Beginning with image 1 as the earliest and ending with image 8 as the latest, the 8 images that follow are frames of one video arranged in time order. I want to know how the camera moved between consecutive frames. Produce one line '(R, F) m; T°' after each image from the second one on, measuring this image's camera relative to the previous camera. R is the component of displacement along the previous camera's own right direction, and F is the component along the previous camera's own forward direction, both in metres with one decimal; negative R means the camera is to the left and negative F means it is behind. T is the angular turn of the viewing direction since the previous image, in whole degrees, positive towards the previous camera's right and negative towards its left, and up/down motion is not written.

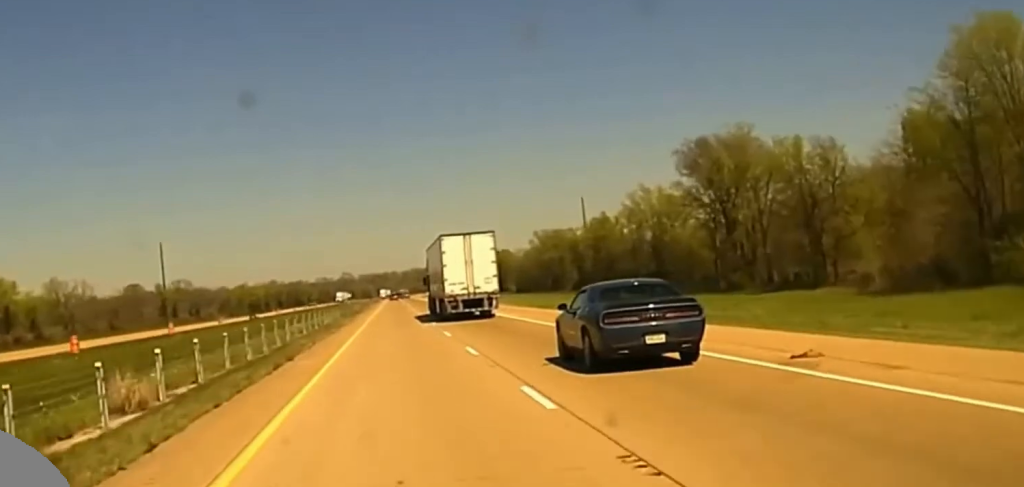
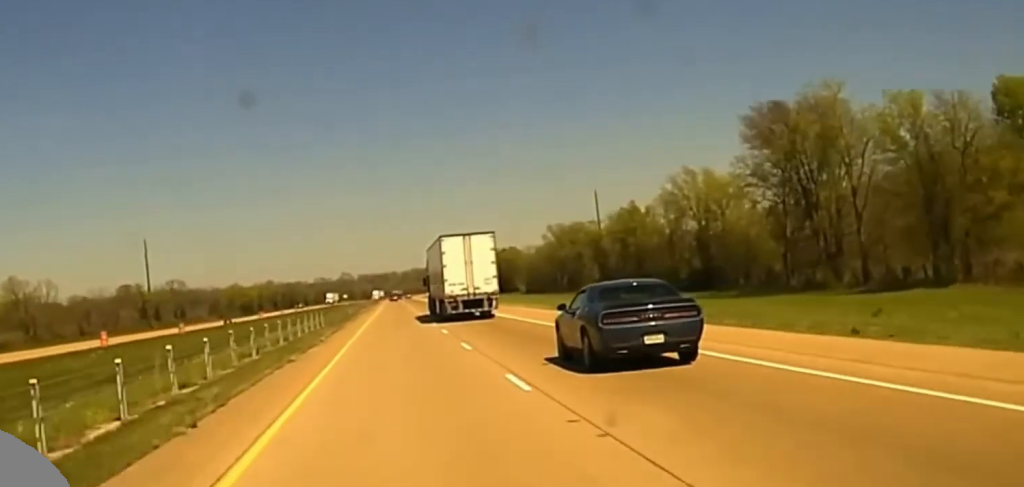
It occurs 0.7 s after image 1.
(0.0, +21.1) m; 0°
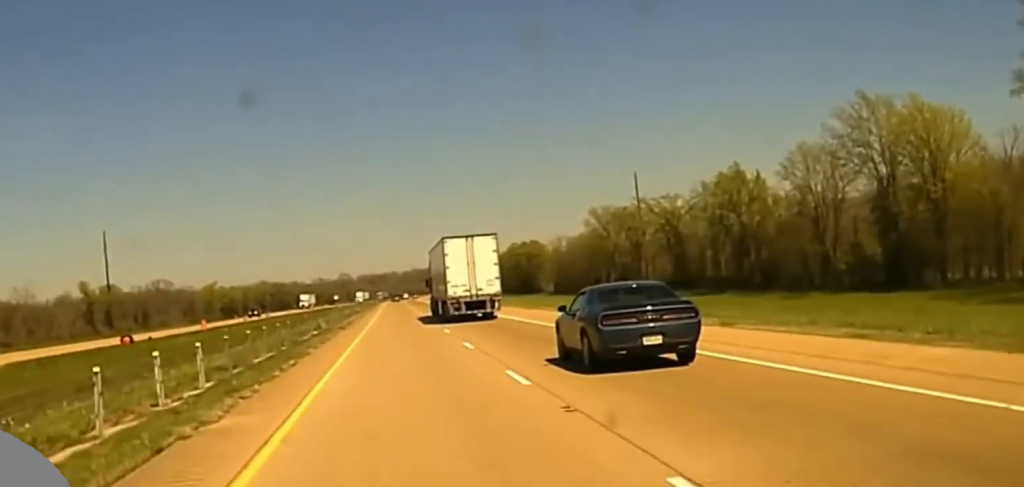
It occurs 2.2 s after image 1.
(+0.2, +49.9) m; 0°
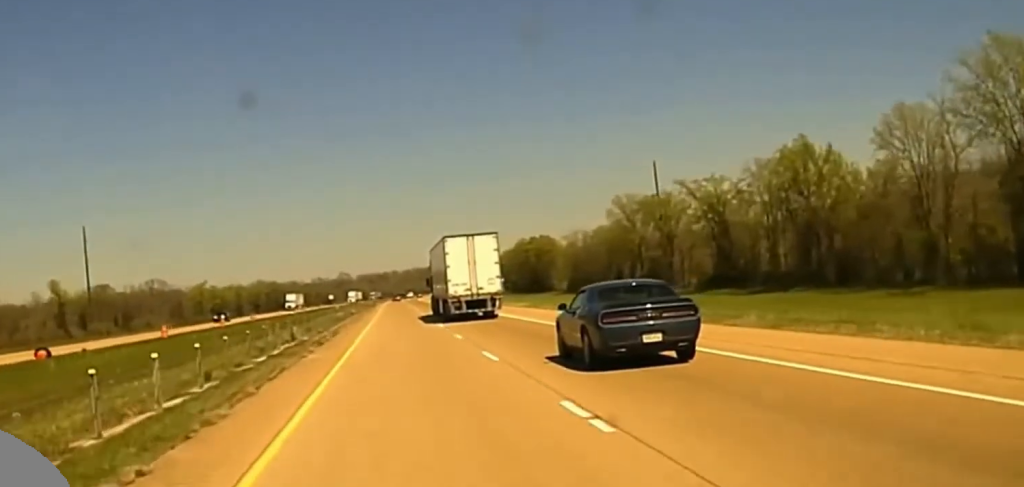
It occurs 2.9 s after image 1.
(+0.1, +20.3) m; 0°
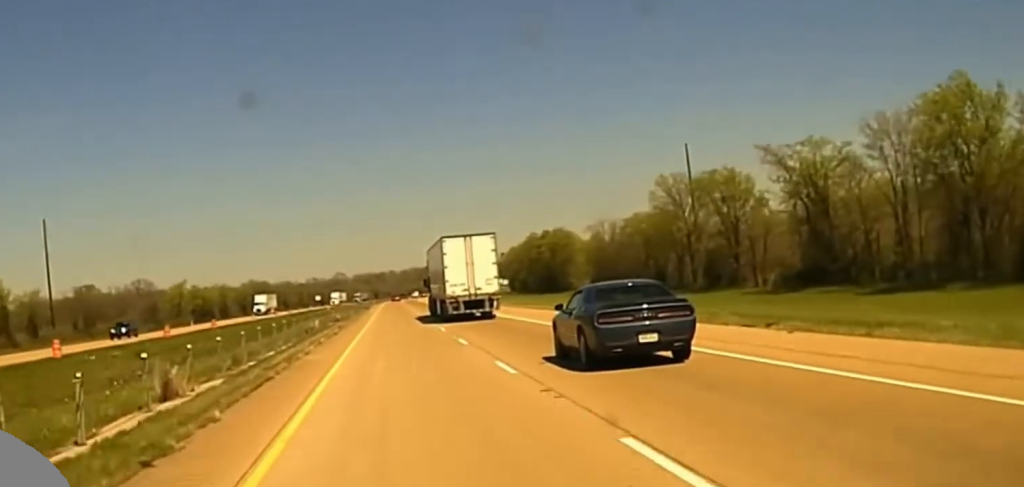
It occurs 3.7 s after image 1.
(+0.1, +28.0) m; 0°
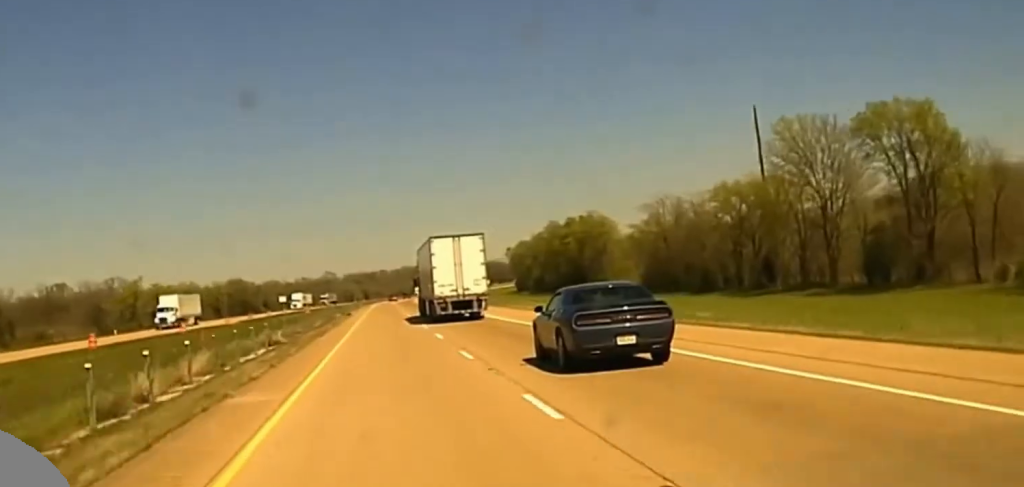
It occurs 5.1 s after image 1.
(-0.2, +45.2) m; 0°
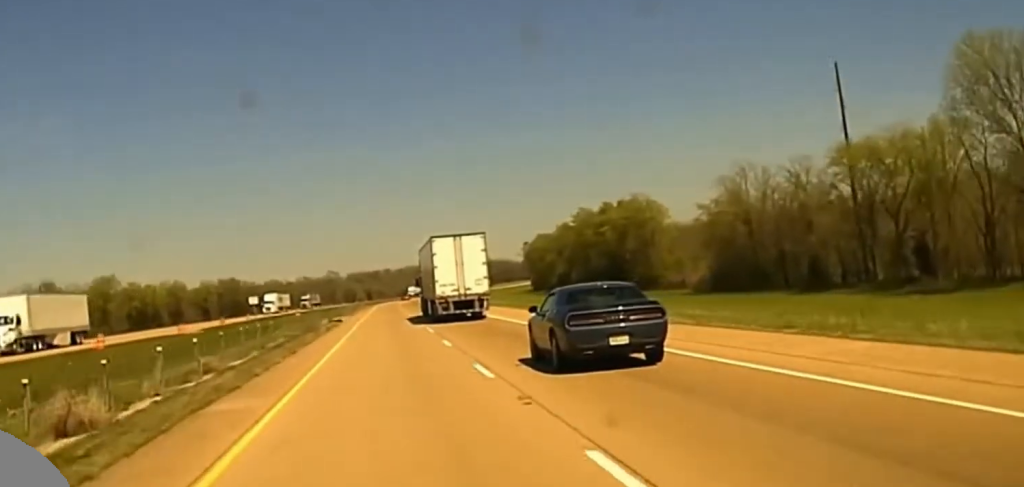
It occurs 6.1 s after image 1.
(+0.1, +34.4) m; 0°
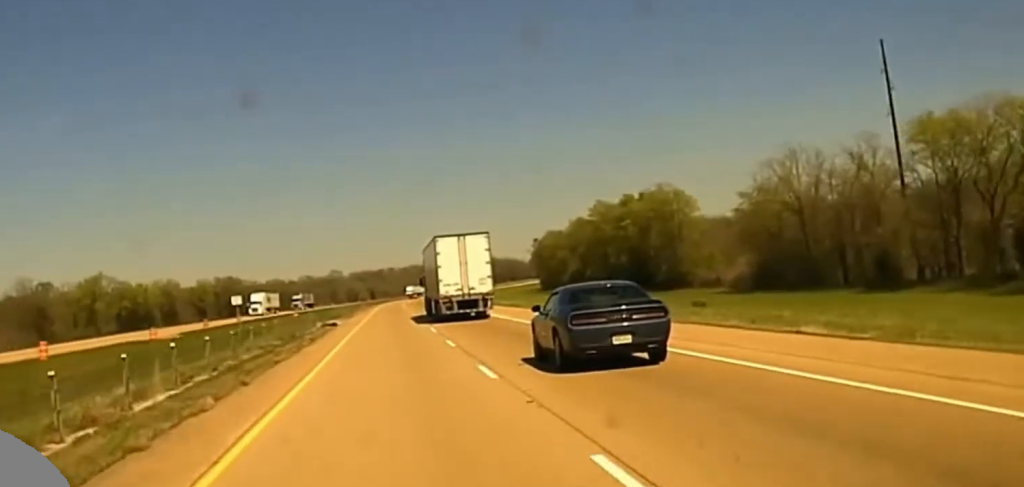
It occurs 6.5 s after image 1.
(+0.1, +13.5) m; 0°
